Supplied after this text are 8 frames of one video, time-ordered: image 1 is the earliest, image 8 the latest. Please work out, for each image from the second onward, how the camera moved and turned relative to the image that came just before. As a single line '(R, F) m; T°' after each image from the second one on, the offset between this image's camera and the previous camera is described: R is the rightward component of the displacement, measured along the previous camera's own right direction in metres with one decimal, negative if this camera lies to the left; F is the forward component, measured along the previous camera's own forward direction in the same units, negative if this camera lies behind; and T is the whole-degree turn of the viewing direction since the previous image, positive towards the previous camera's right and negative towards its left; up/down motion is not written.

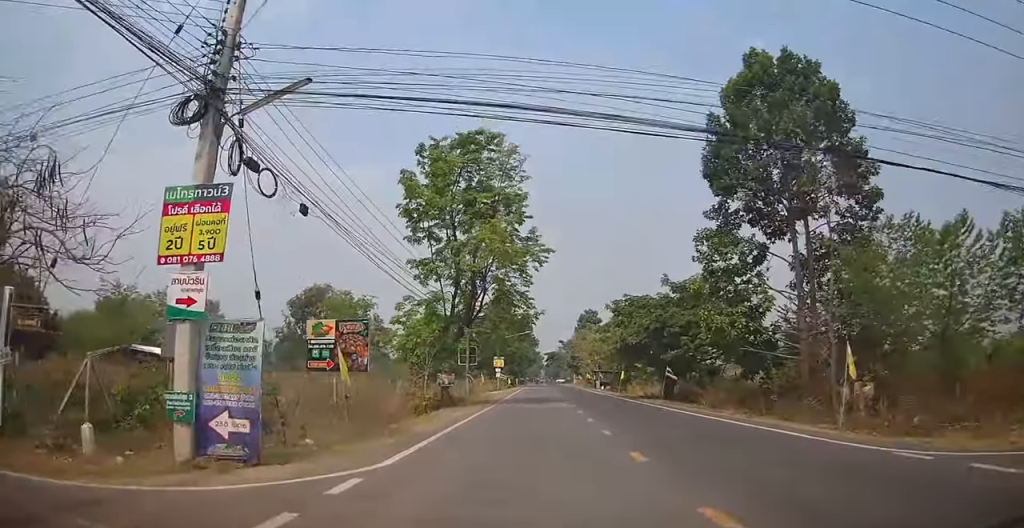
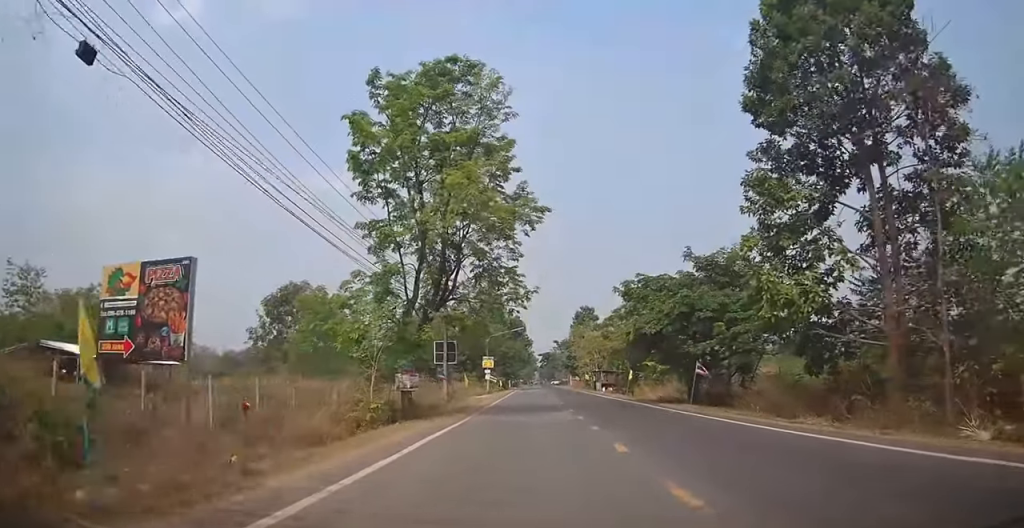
(+0.1, +7.3) m; +1°
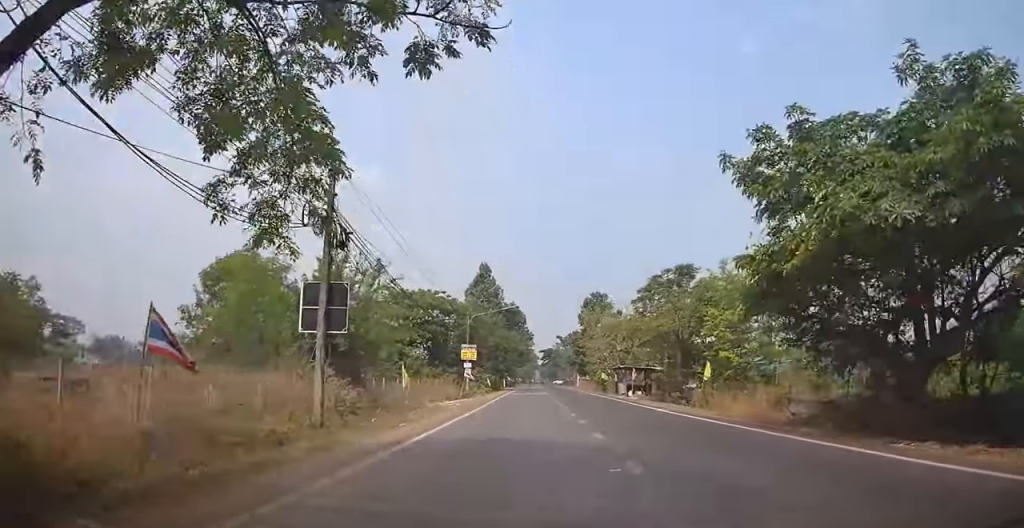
(0.0, +18.6) m; 0°
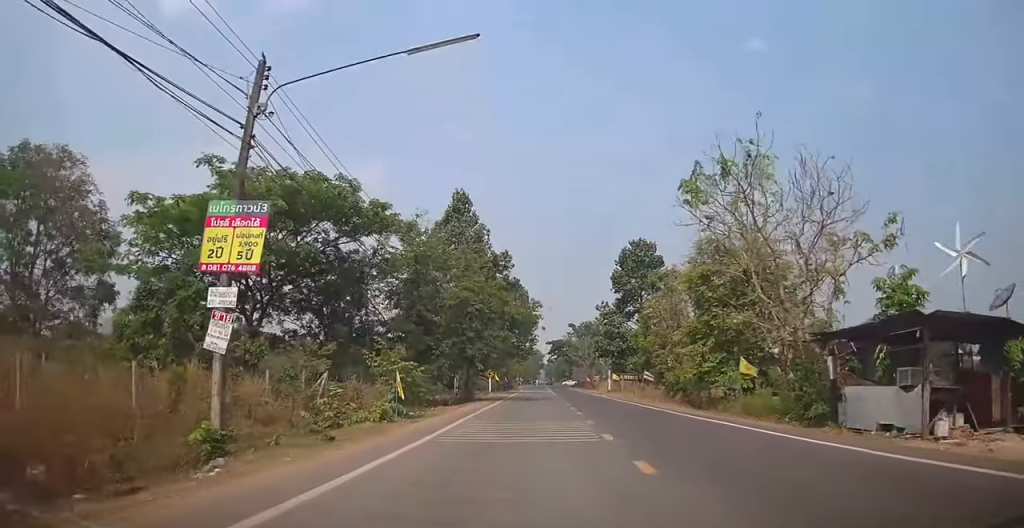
(+0.6, +35.7) m; +2°
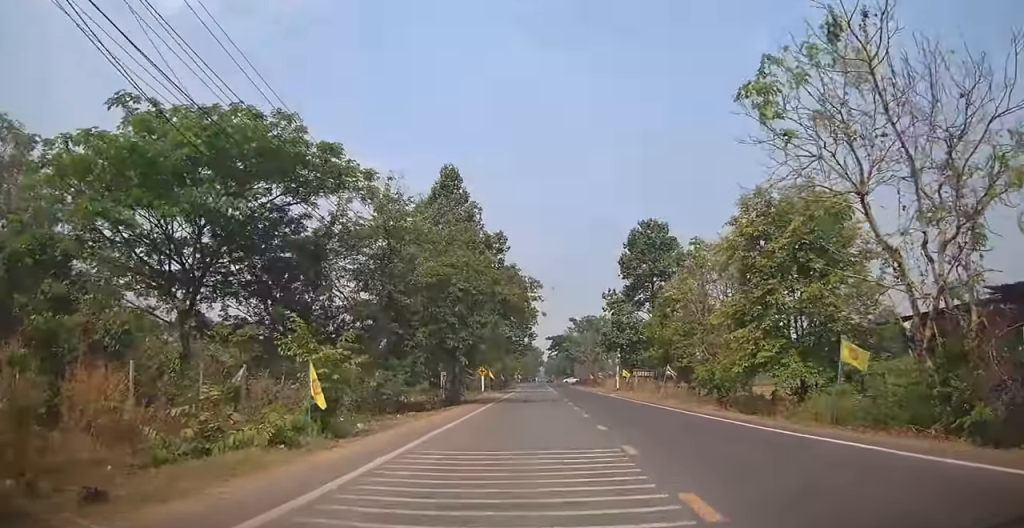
(0.0, +6.6) m; 0°
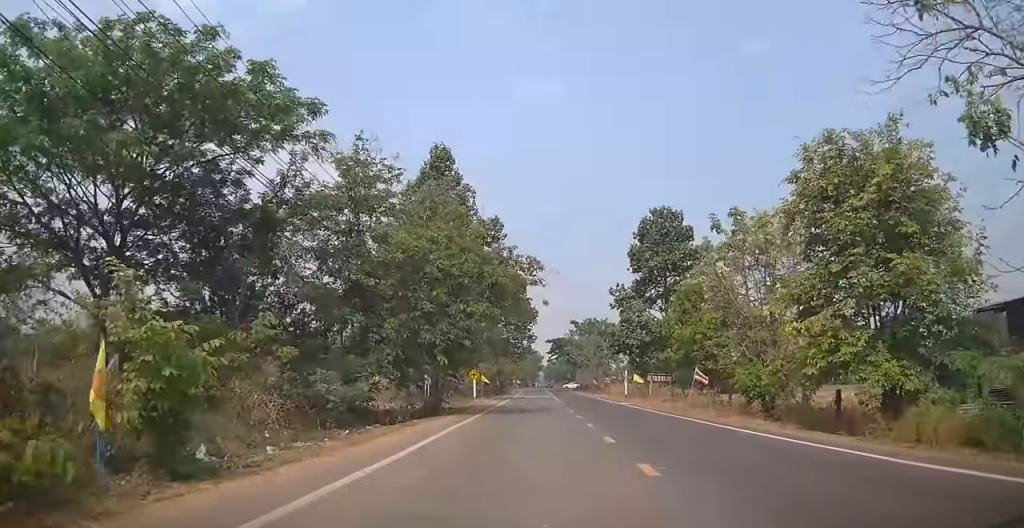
(0.0, +5.5) m; -1°
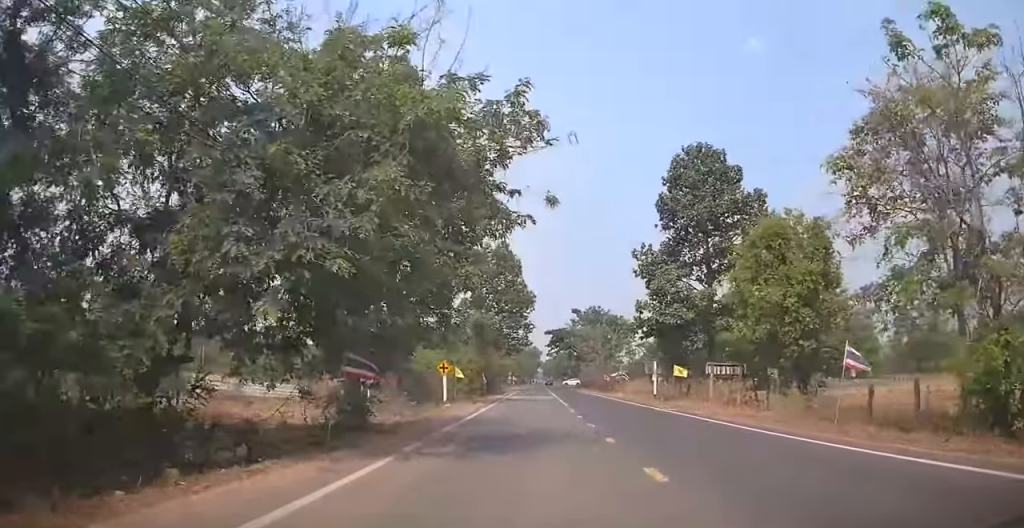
(-0.1, +12.6) m; -1°
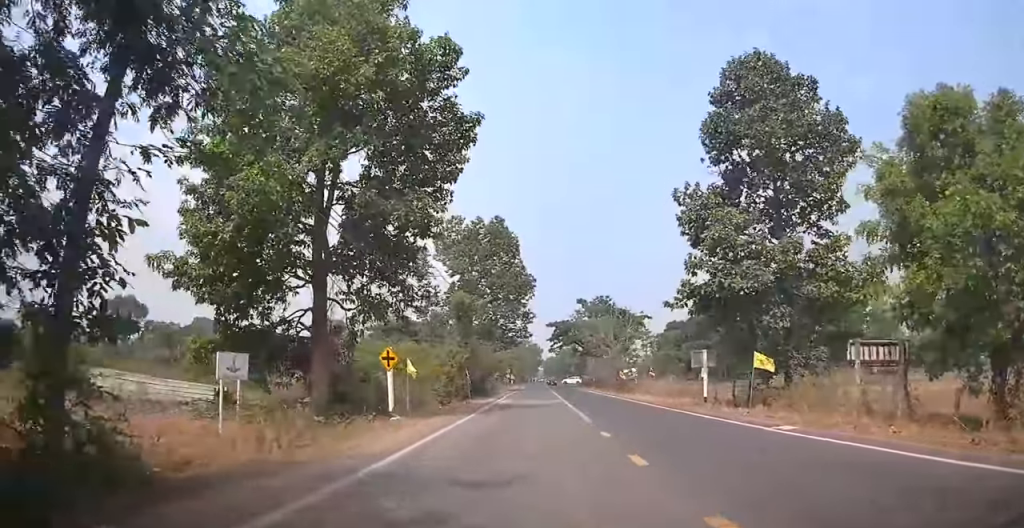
(-0.1, +10.7) m; 0°
